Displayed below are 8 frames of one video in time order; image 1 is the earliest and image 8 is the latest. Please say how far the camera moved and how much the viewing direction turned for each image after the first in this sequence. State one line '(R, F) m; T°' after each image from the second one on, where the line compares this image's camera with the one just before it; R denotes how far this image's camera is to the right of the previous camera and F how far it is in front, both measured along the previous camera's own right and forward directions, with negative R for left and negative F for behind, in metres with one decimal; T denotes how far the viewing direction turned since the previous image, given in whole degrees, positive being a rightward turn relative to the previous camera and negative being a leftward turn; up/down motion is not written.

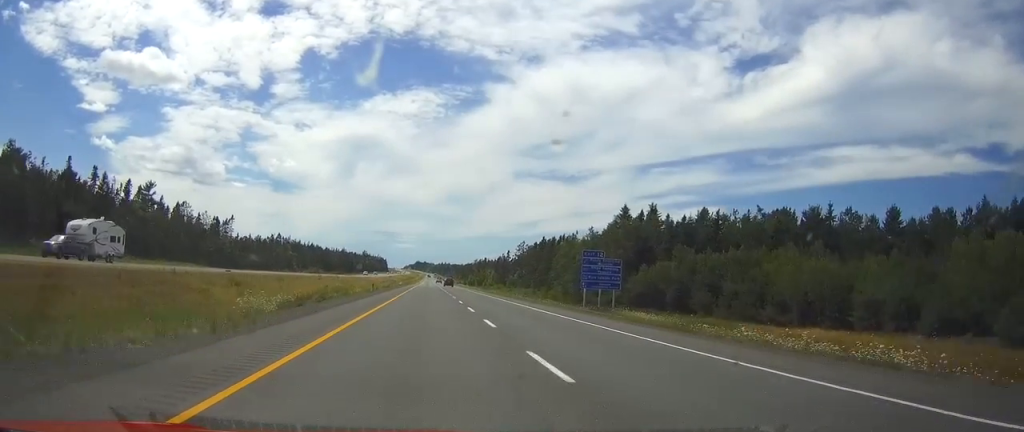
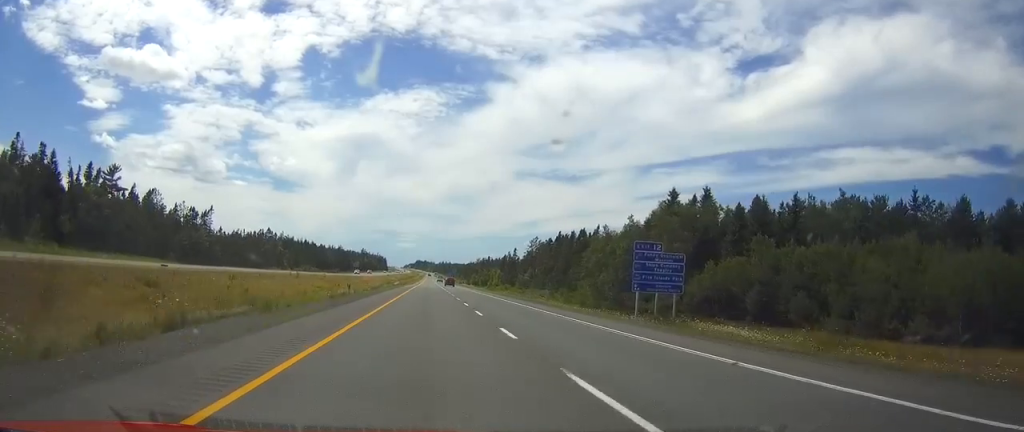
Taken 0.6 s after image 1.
(+0.1, +20.6) m; 0°
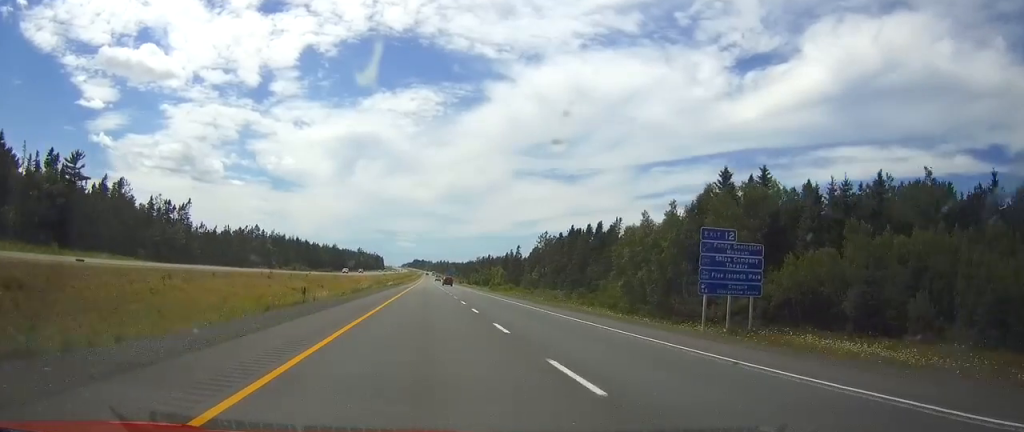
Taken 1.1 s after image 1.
(-0.1, +16.1) m; 0°
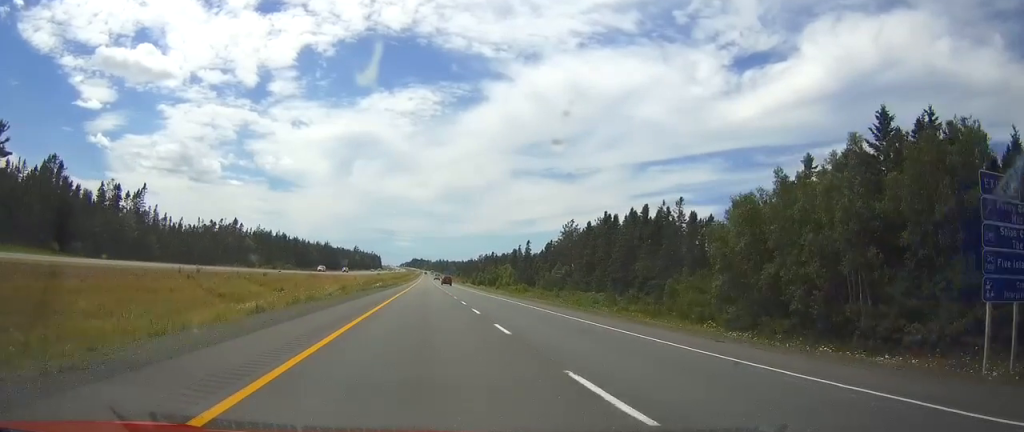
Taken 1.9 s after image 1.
(0.0, +27.6) m; 0°
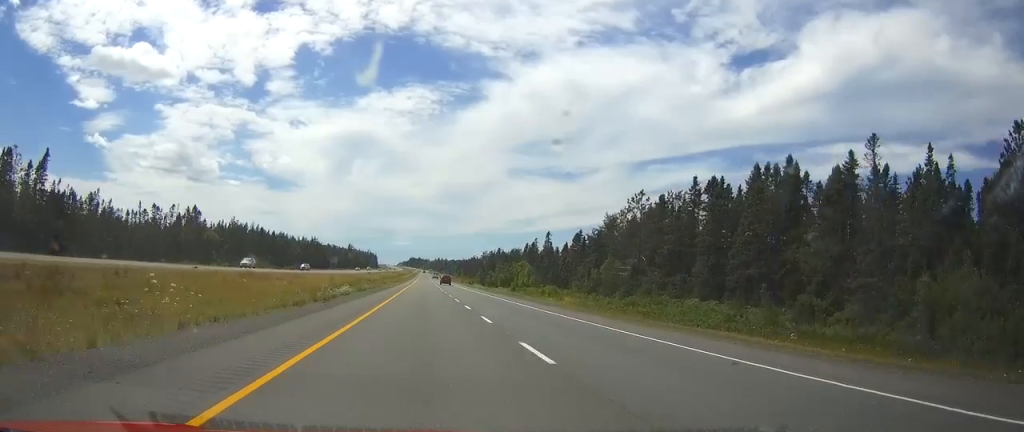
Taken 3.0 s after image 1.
(+0.1, +40.3) m; 0°
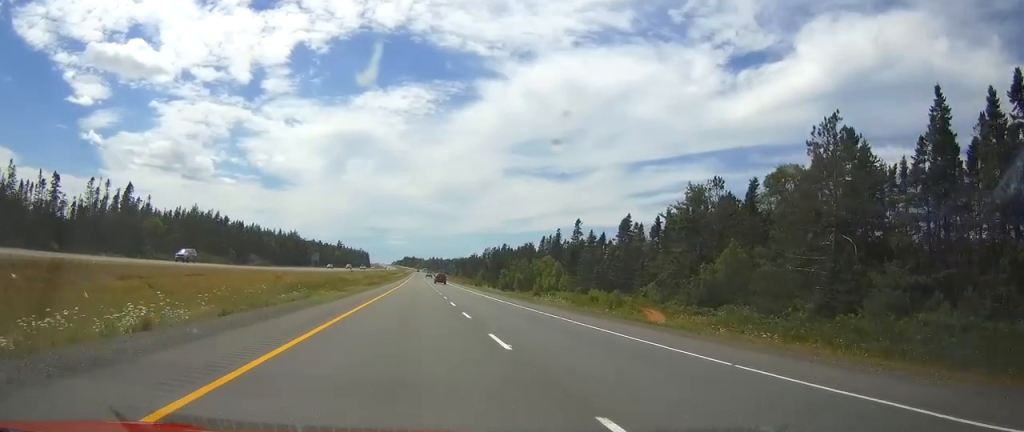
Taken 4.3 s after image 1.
(0.0, +42.7) m; 0°
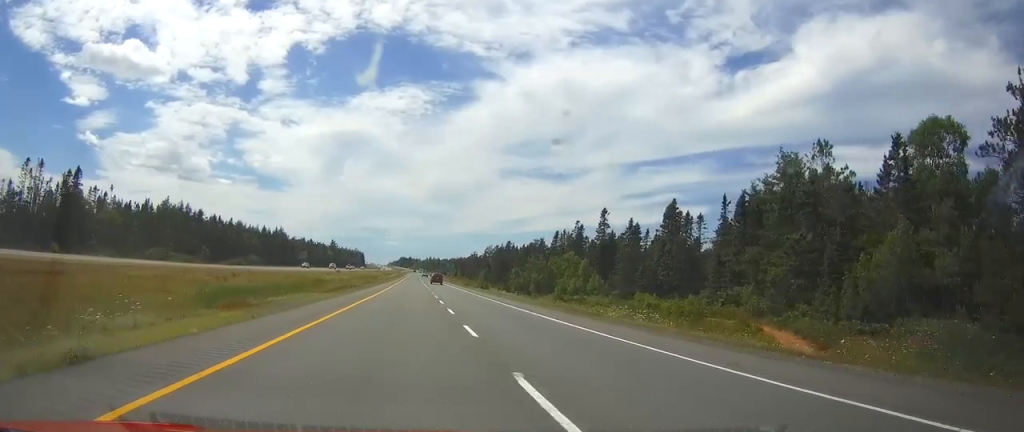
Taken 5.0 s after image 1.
(0.0, +24.3) m; 0°
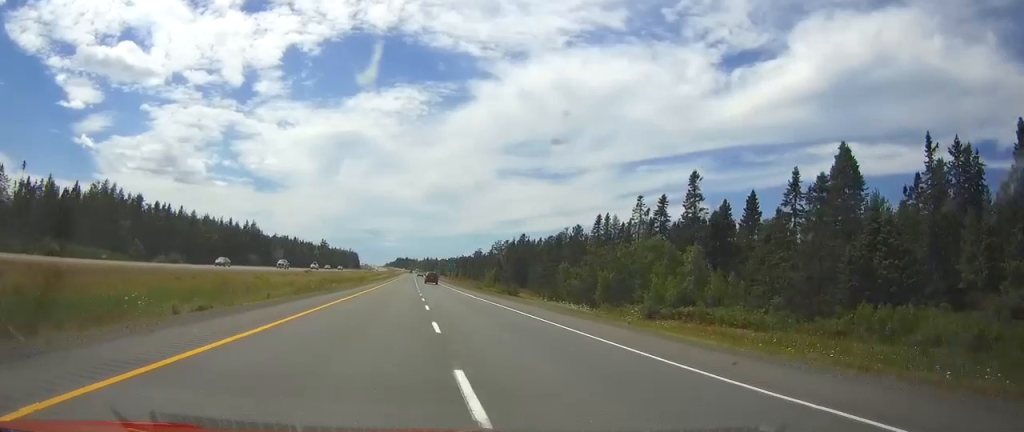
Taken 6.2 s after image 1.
(+0.2, +43.9) m; 0°
